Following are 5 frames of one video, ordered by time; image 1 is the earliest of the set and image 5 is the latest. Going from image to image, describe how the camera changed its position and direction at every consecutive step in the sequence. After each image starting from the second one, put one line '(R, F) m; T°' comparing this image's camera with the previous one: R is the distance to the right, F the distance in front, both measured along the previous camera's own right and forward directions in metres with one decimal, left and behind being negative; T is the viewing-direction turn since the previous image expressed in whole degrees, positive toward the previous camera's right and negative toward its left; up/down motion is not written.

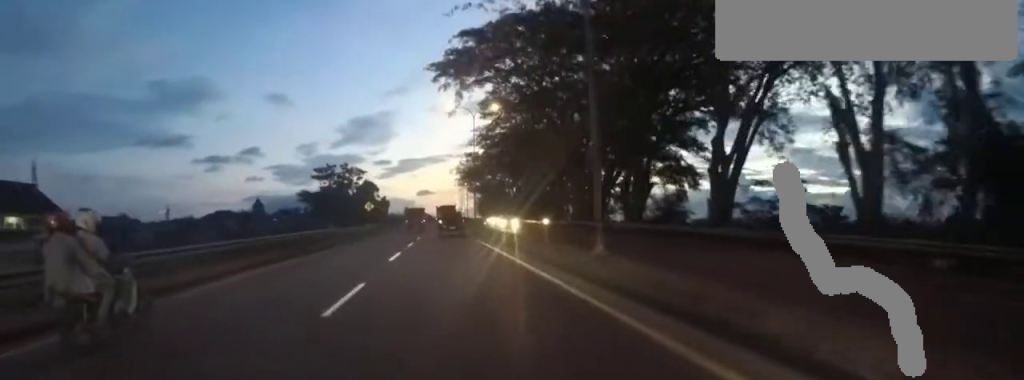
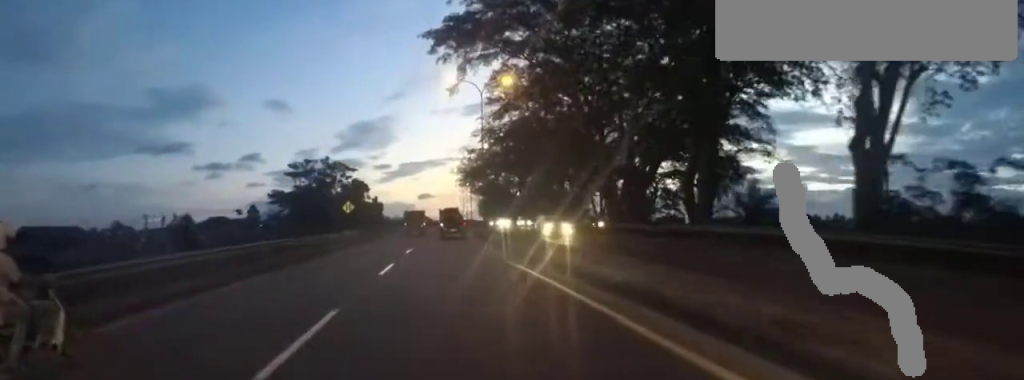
(+0.8, +13.2) m; 0°
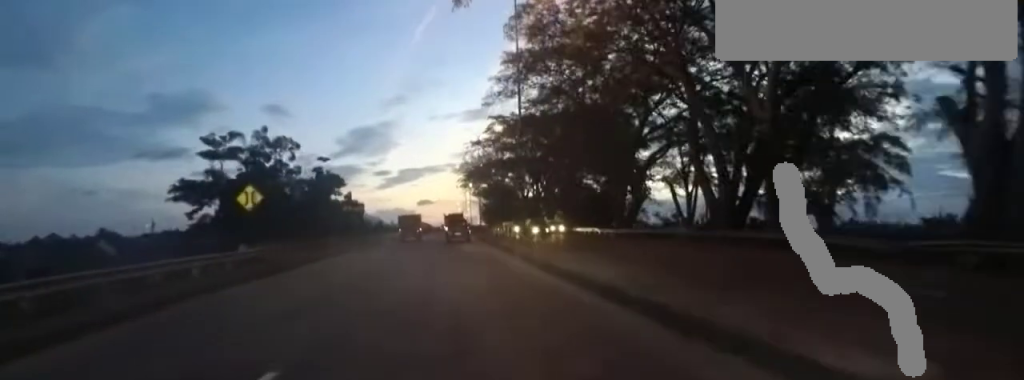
(-2.0, +20.7) m; -10°
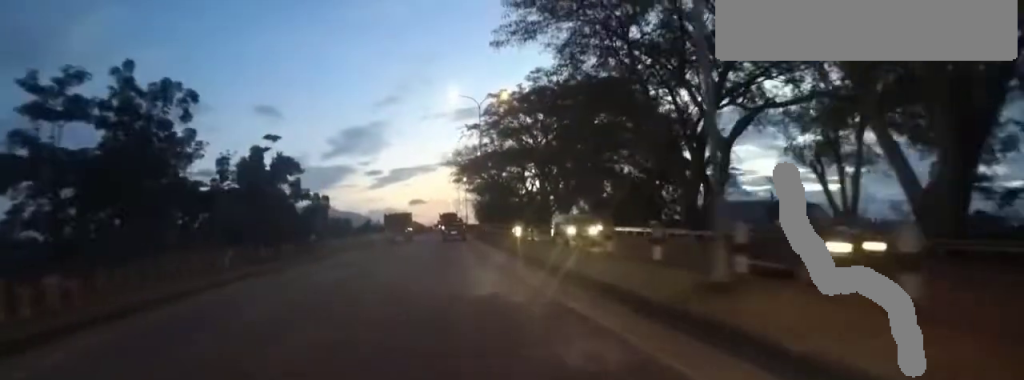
(+0.3, +15.5) m; +3°
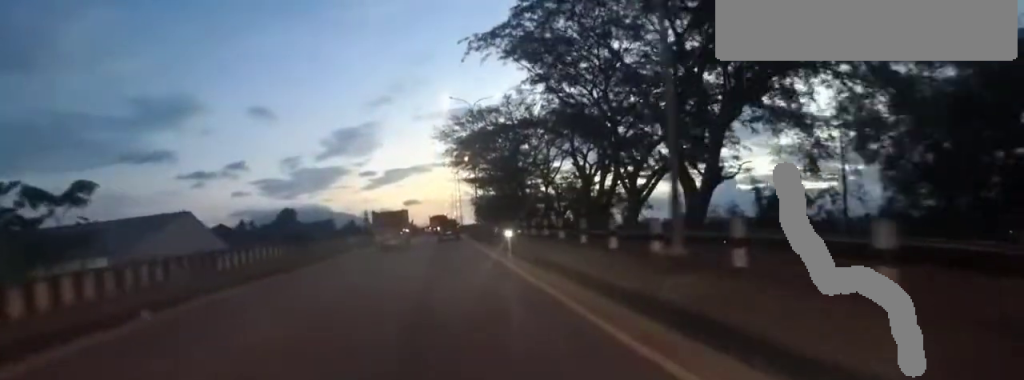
(-4.7, +38.9) m; -6°
